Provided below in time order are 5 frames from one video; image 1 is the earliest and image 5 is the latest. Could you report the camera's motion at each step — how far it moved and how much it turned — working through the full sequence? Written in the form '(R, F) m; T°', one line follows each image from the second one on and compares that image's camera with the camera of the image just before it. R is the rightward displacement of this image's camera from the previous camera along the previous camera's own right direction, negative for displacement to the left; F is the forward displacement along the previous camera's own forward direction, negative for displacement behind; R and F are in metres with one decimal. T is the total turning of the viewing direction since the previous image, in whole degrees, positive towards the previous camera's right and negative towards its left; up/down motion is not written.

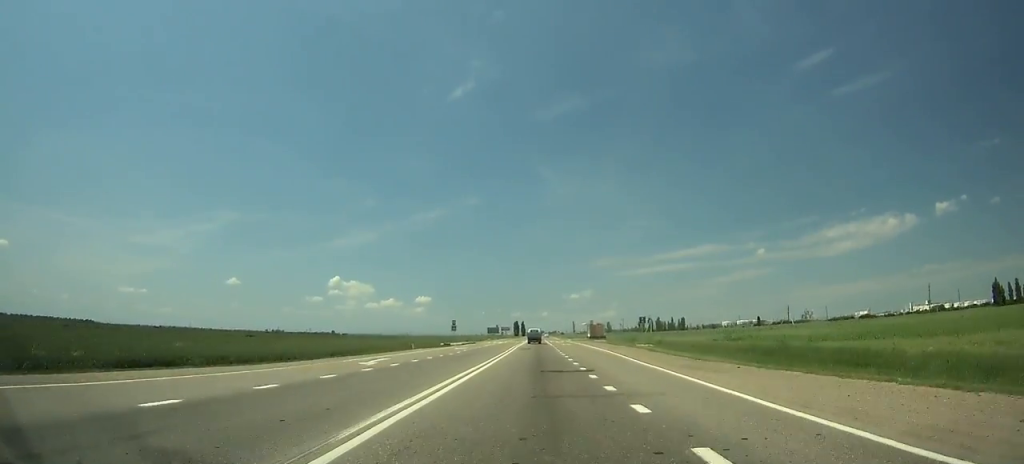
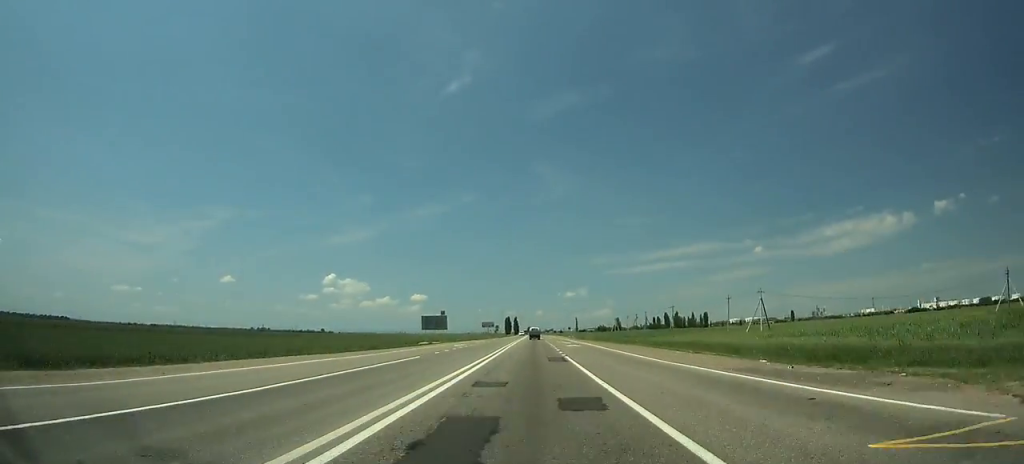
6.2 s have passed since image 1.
(-0.1, +119.6) m; 0°
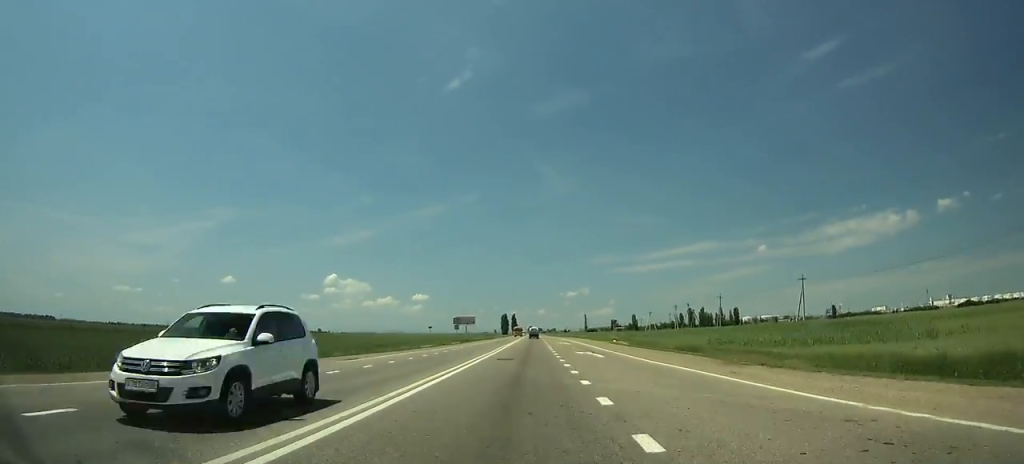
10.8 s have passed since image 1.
(0.0, +95.5) m; 0°
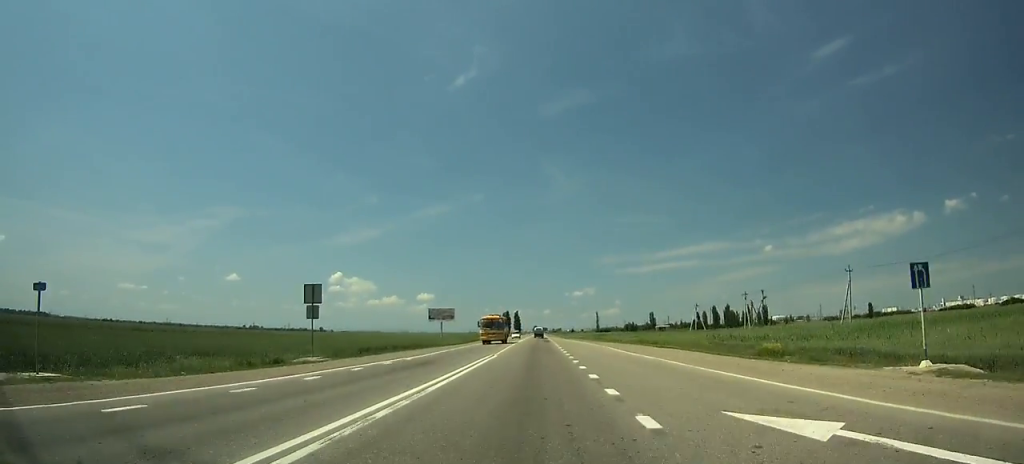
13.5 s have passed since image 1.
(-0.3, +58.2) m; 0°
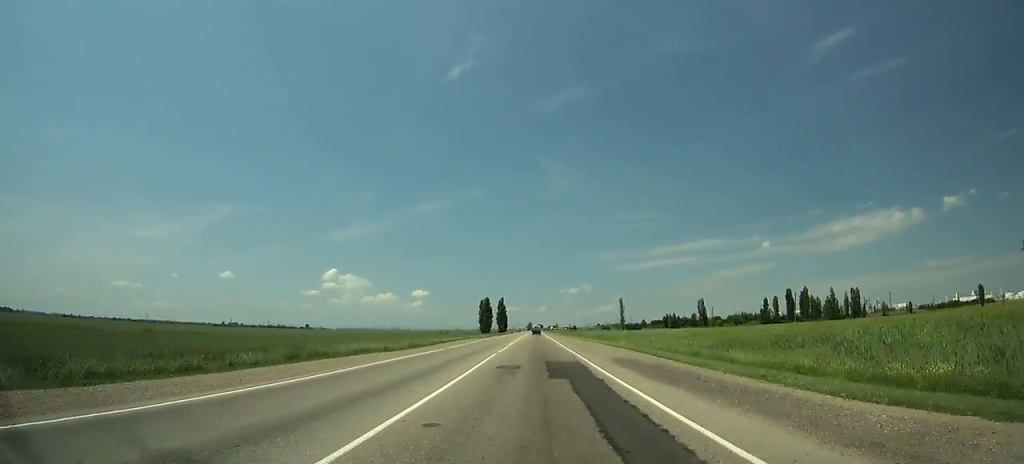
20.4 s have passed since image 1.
(-0.2, +153.5) m; 0°
